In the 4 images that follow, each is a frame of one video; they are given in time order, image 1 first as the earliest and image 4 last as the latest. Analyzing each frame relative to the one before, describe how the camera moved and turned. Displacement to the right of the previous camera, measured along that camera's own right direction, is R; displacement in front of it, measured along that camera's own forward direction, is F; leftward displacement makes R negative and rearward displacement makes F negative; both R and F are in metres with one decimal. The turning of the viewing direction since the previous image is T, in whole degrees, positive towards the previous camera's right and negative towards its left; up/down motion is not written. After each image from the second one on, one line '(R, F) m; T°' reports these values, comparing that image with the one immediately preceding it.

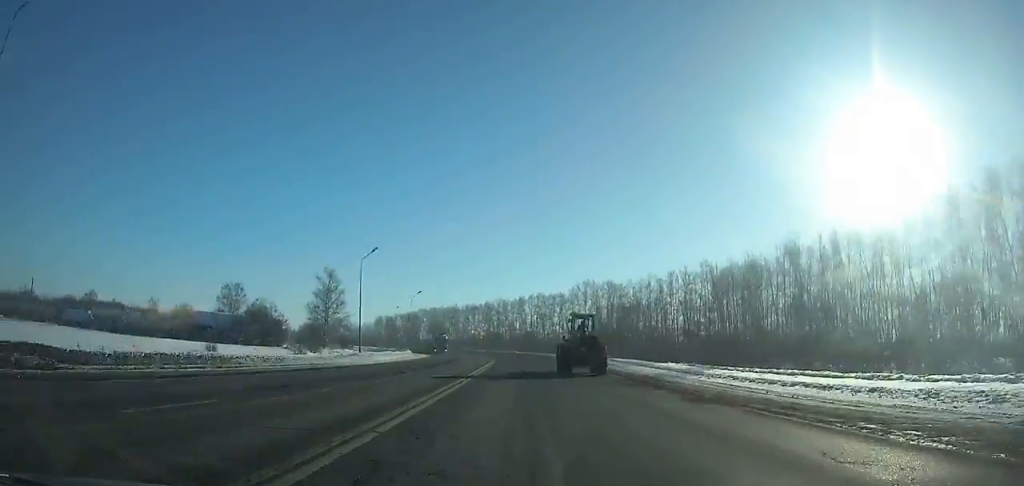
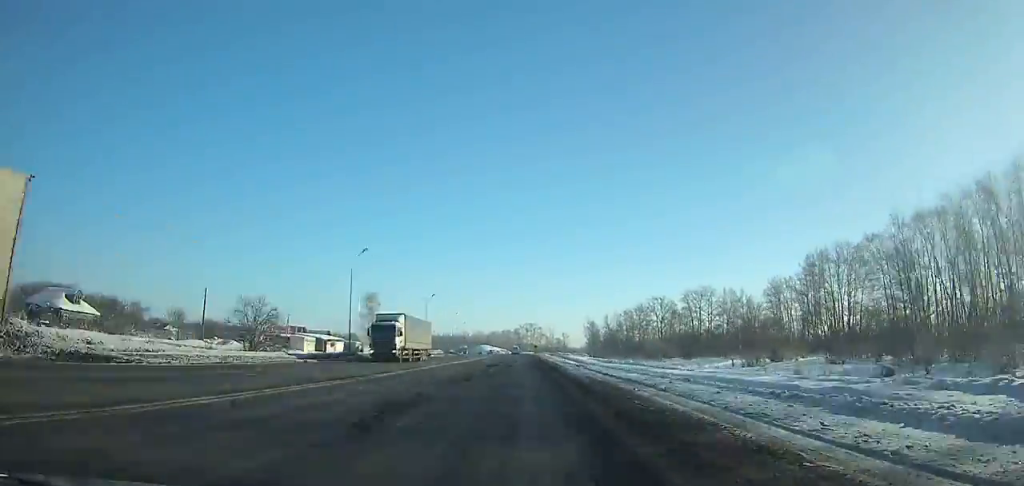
(-92.8, +266.8) m; -33°
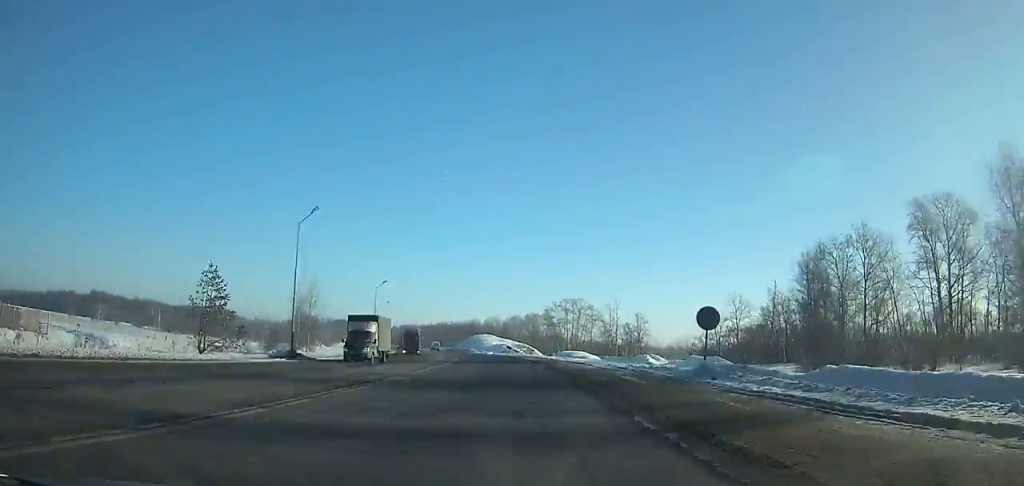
(-4.3, +156.8) m; -6°
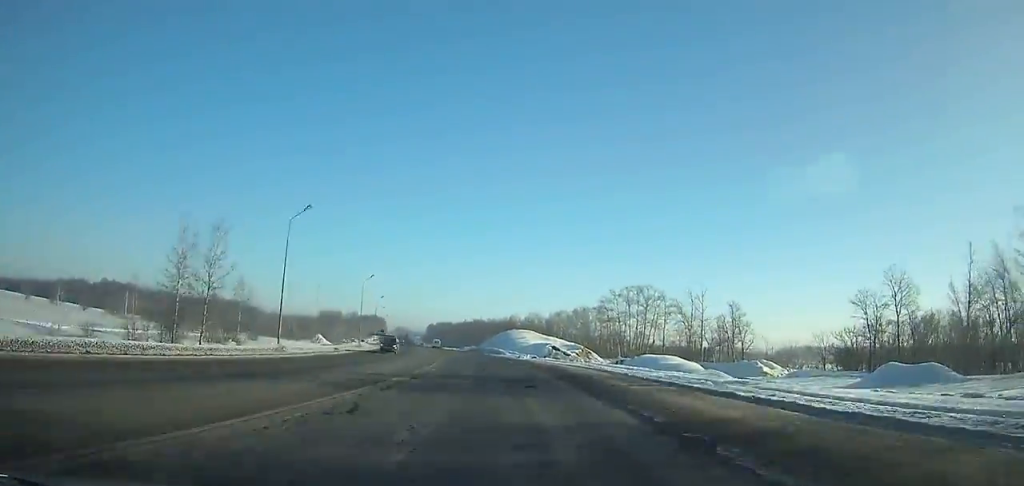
(-1.5, +48.3) m; -4°
